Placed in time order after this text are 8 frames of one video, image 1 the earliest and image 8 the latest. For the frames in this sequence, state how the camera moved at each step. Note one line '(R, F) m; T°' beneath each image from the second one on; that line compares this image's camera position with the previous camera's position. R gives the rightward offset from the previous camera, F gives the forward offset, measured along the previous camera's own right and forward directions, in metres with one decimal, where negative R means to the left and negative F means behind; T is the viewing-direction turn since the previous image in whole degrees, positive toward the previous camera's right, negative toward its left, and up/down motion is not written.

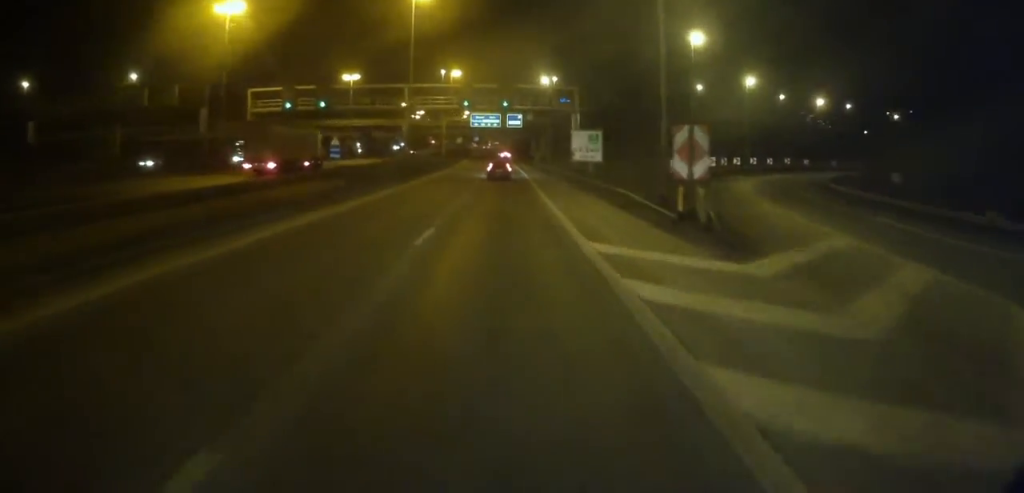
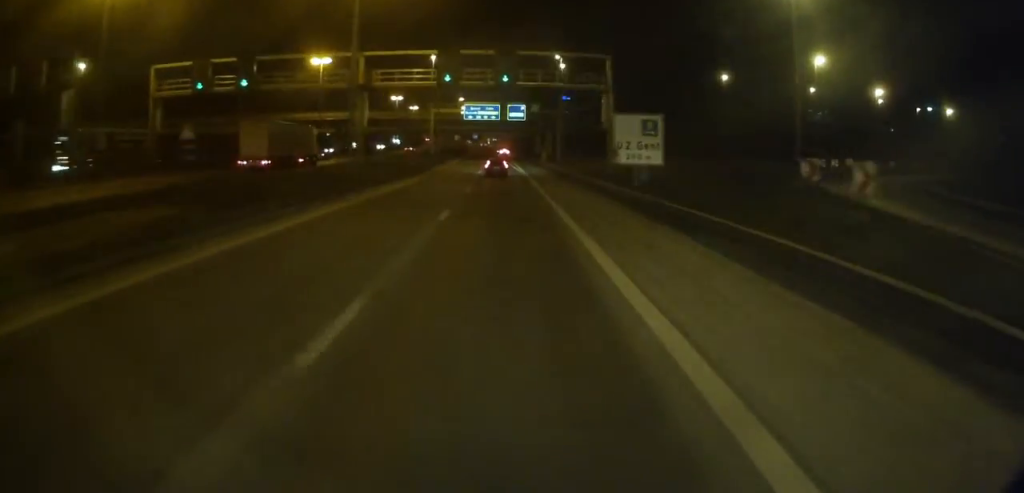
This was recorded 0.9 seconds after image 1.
(-0.2, +21.2) m; 0°
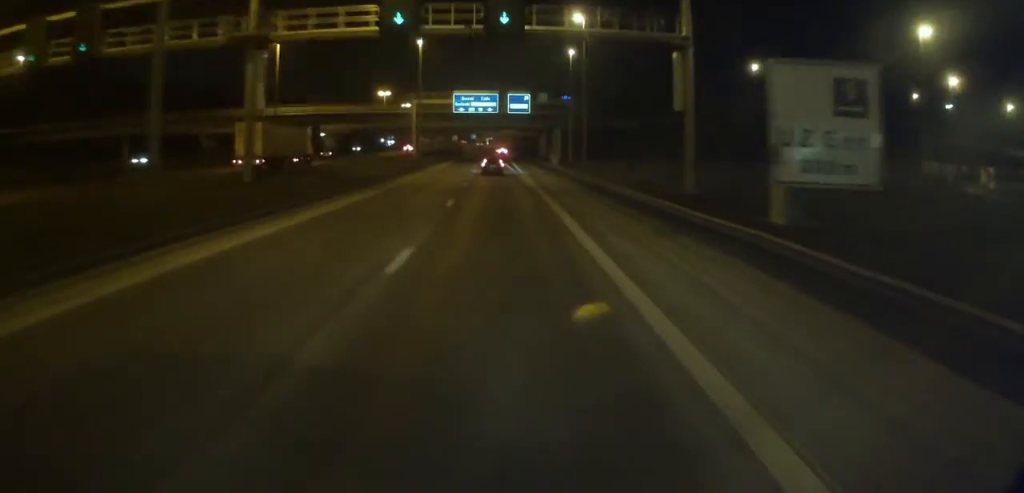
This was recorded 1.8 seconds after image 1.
(+0.2, +20.5) m; 0°
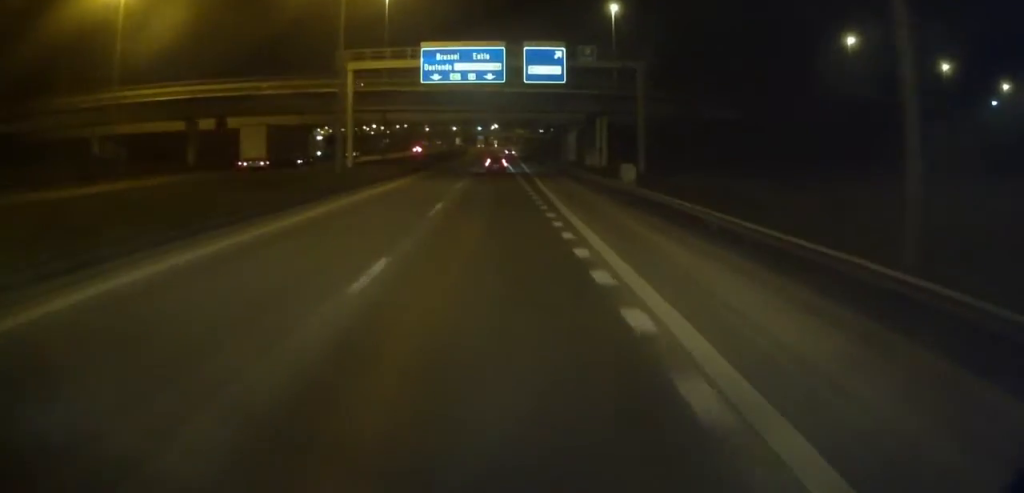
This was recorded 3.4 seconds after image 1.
(+0.1, +39.5) m; 0°
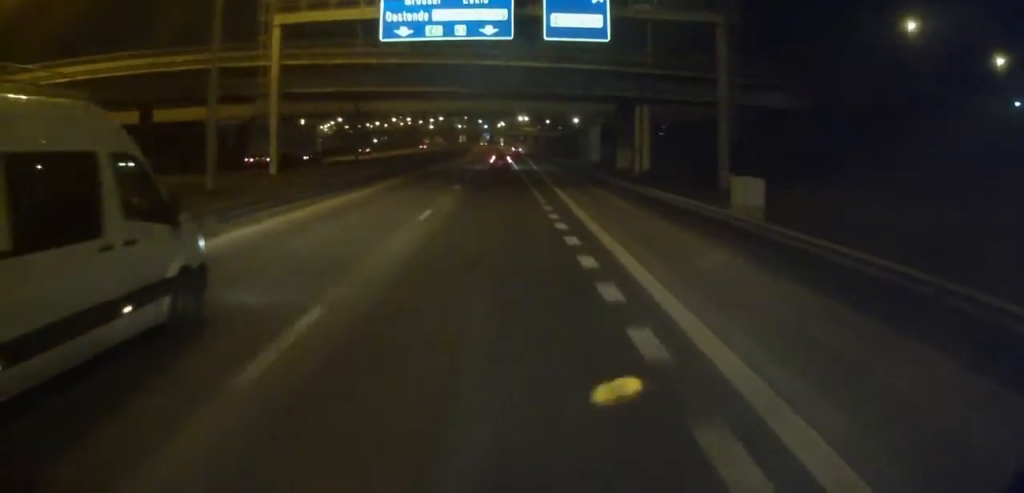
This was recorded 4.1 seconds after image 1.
(0.0, +16.6) m; 0°
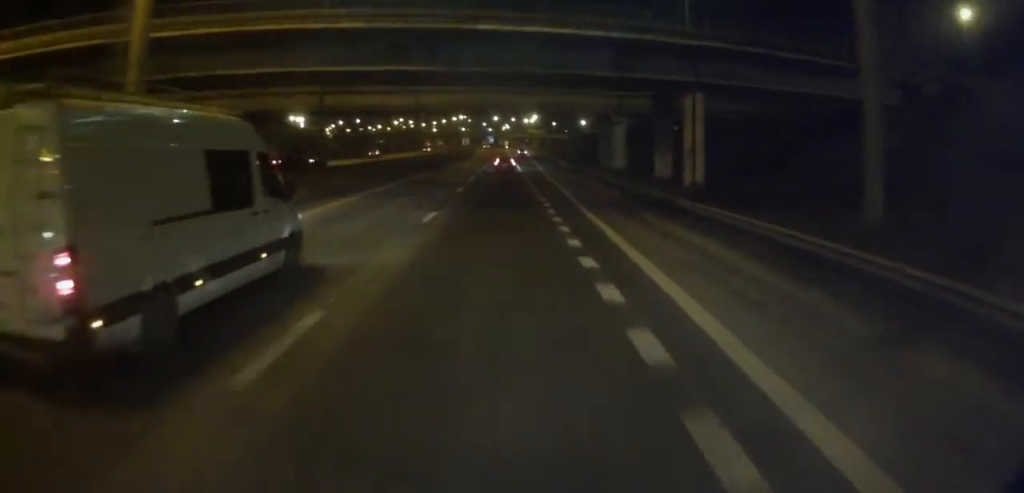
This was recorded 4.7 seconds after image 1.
(0.0, +12.8) m; 0°
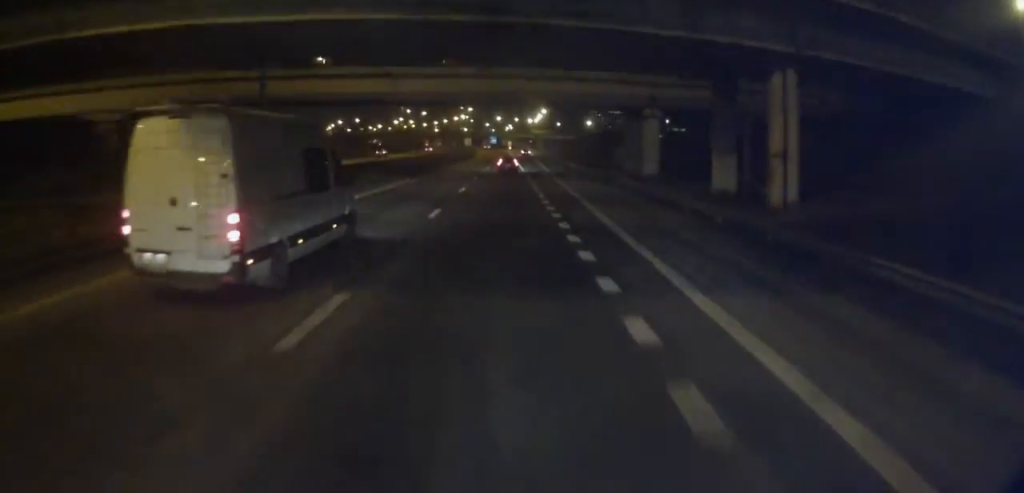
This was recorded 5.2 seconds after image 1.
(0.0, +12.0) m; 0°
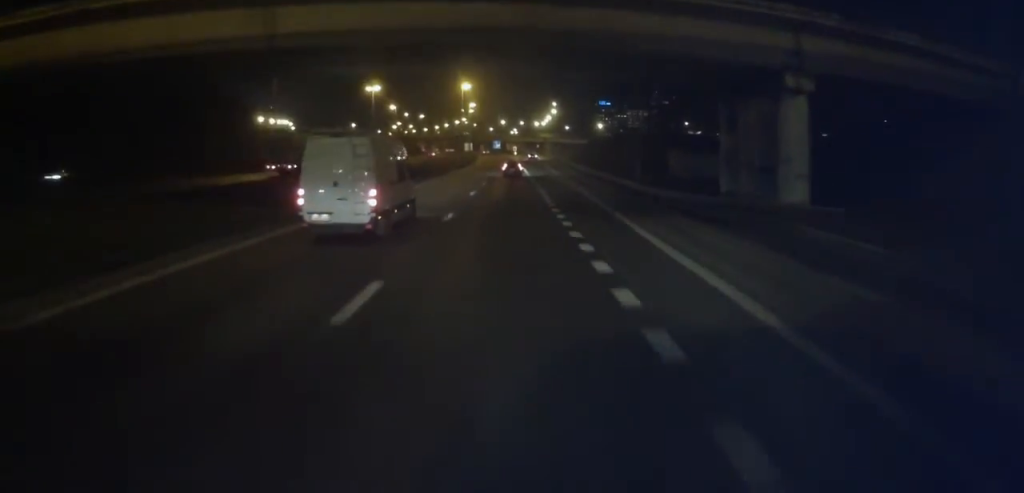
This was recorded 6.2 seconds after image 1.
(0.0, +24.1) m; 0°
